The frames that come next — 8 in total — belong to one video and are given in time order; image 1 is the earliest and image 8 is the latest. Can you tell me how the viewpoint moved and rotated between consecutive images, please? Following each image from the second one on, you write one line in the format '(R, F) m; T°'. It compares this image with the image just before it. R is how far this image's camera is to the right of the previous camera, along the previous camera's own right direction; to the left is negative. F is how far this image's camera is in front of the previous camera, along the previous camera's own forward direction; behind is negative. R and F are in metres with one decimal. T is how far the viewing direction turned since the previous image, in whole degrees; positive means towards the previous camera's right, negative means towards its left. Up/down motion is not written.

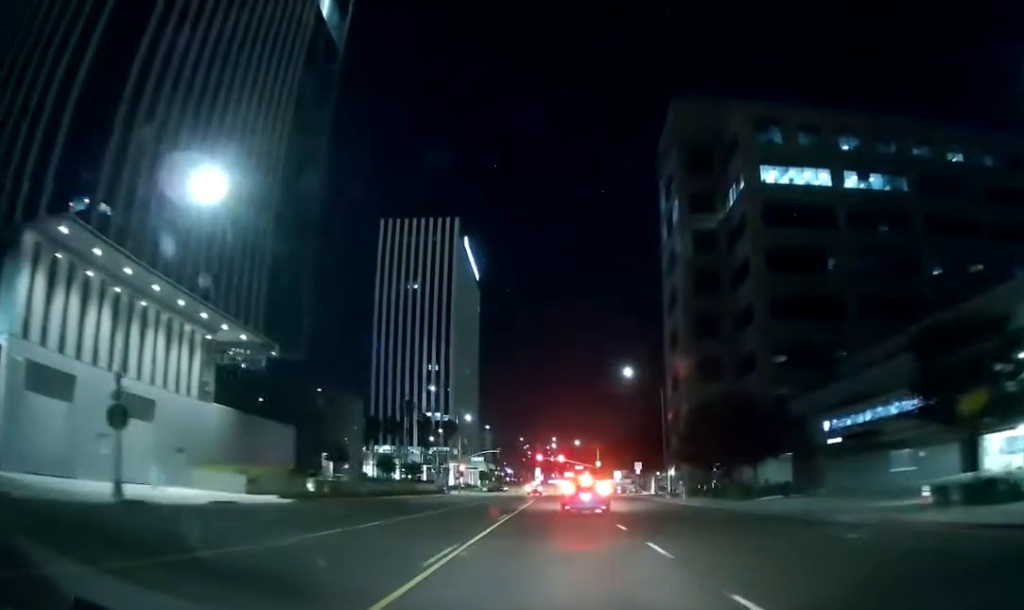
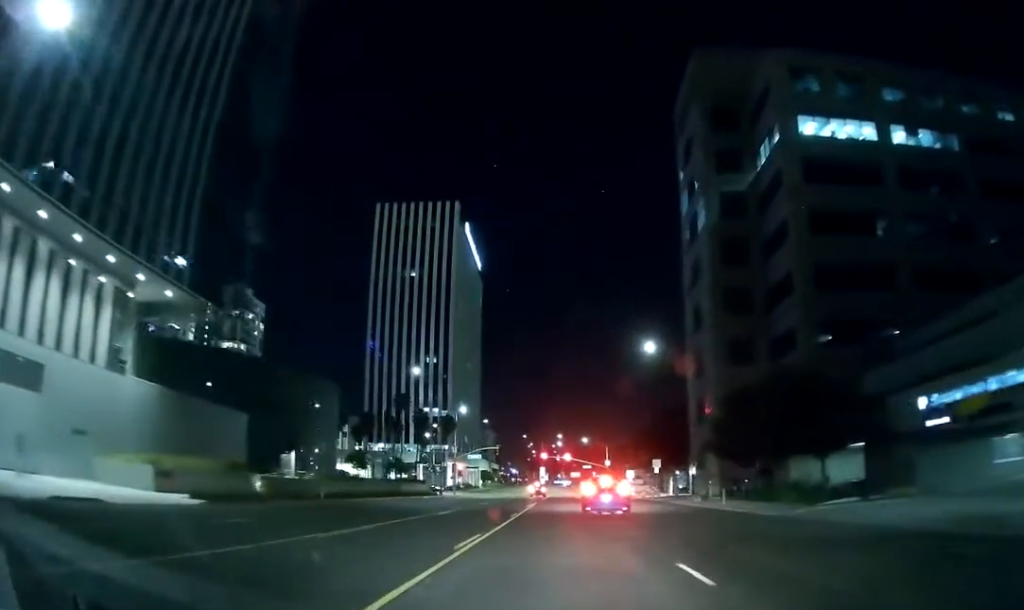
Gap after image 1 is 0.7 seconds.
(+0.5, +11.4) m; 0°
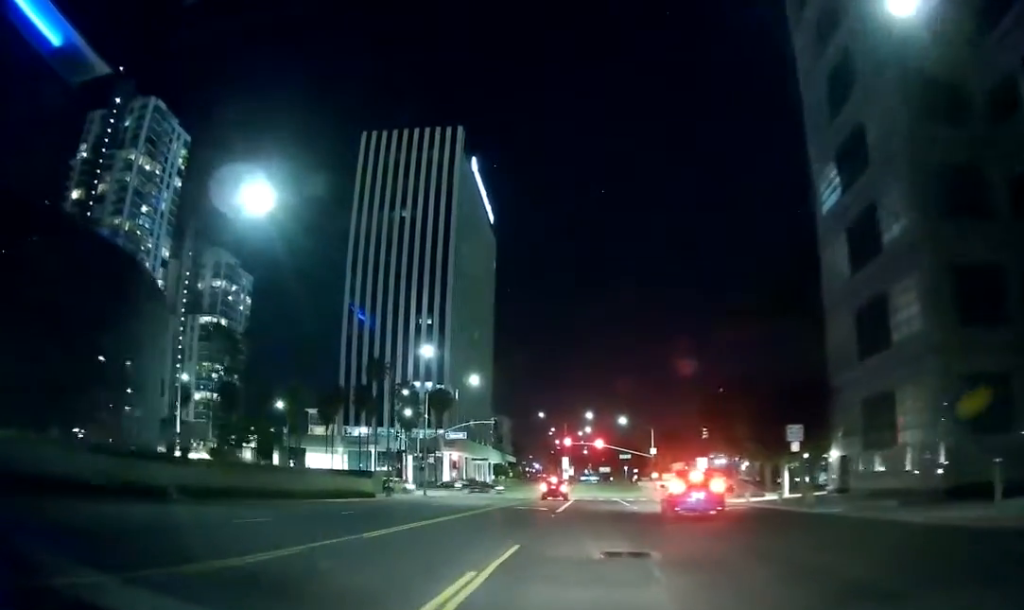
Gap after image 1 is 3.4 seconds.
(-3.9, +38.9) m; -8°
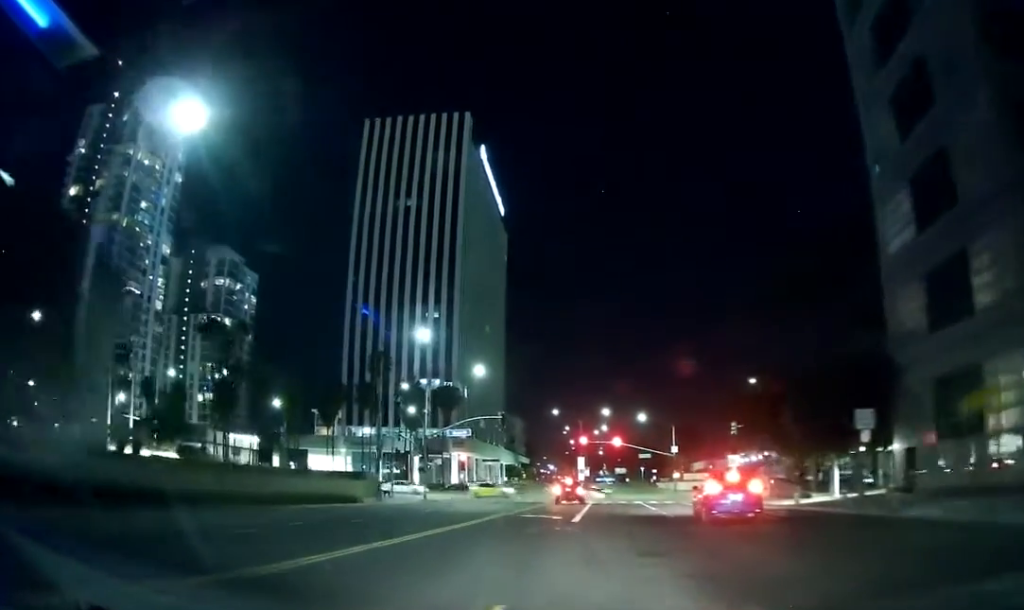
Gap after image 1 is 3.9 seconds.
(0.0, +6.8) m; 0°
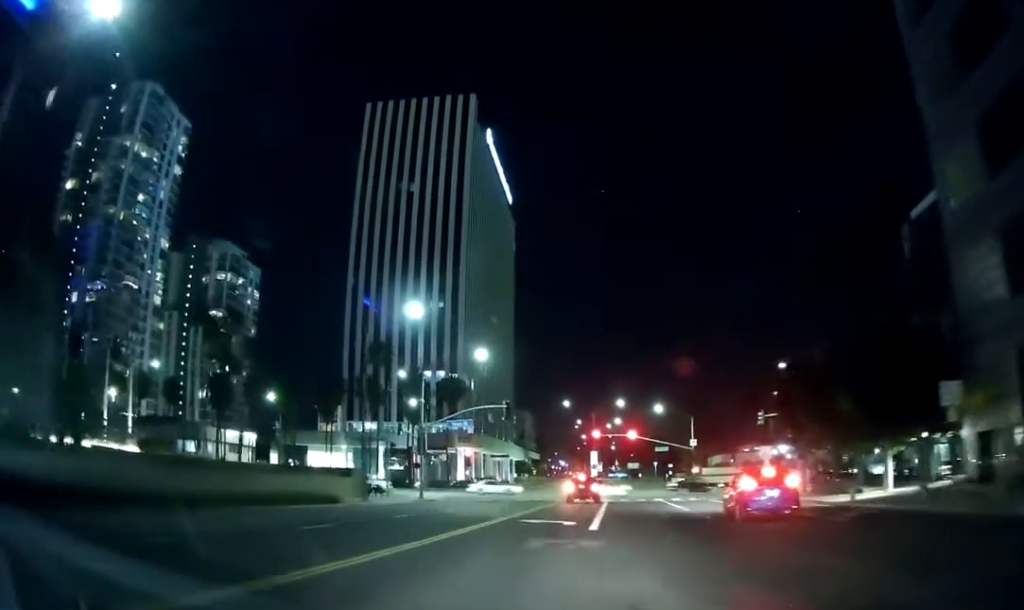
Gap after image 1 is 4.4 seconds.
(0.0, +6.4) m; 0°
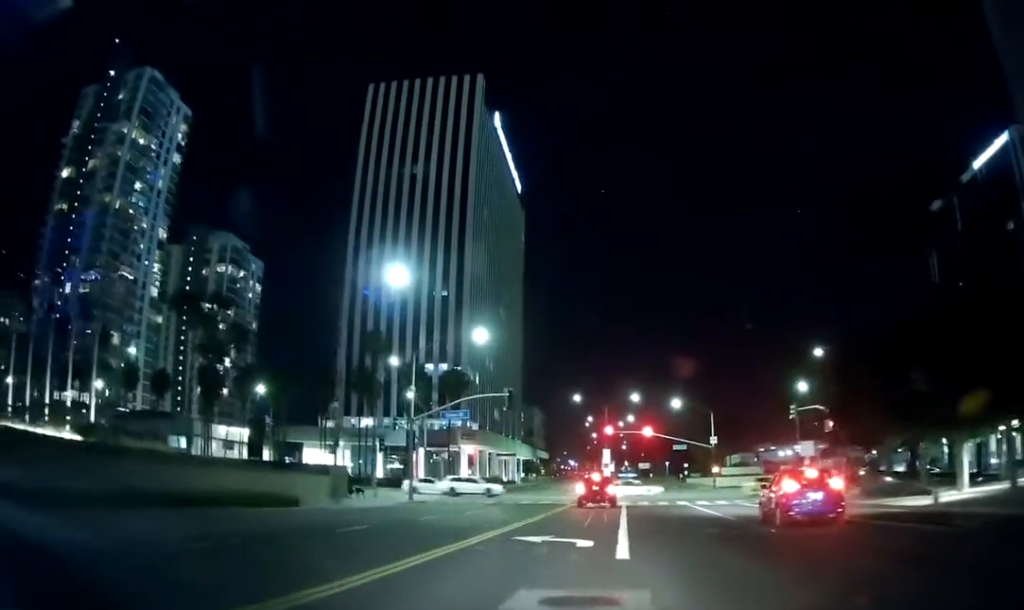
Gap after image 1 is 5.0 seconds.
(0.0, +7.1) m; 0°
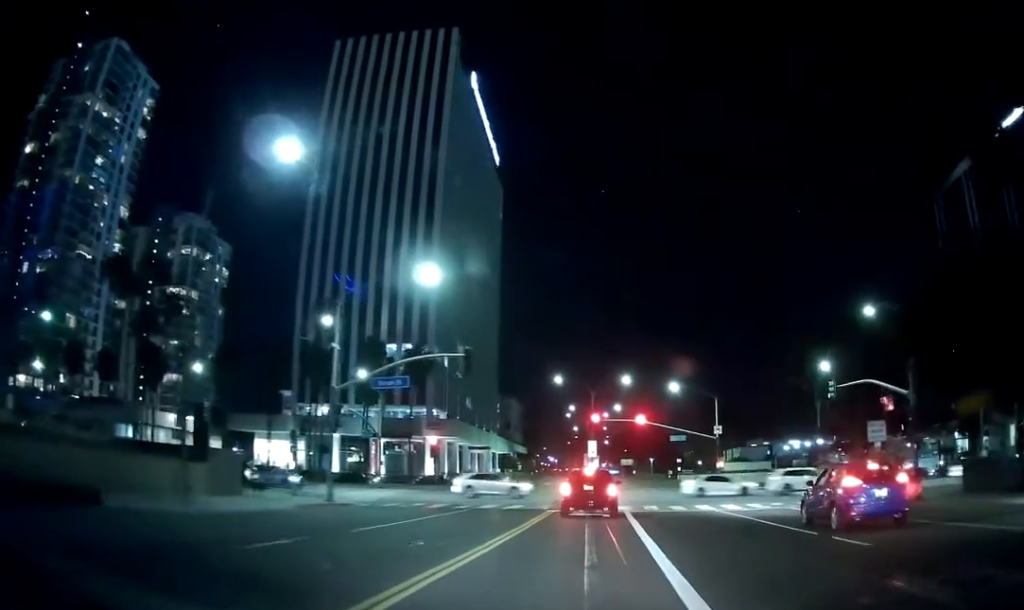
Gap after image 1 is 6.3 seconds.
(-0.2, +13.8) m; -1°
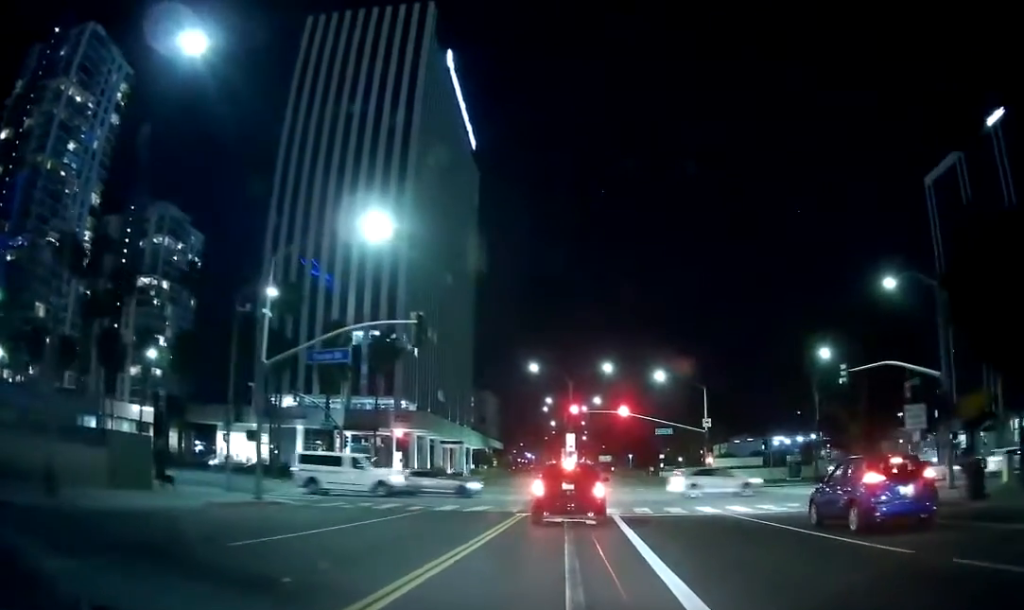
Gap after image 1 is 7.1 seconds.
(-0.1, +6.4) m; +3°
